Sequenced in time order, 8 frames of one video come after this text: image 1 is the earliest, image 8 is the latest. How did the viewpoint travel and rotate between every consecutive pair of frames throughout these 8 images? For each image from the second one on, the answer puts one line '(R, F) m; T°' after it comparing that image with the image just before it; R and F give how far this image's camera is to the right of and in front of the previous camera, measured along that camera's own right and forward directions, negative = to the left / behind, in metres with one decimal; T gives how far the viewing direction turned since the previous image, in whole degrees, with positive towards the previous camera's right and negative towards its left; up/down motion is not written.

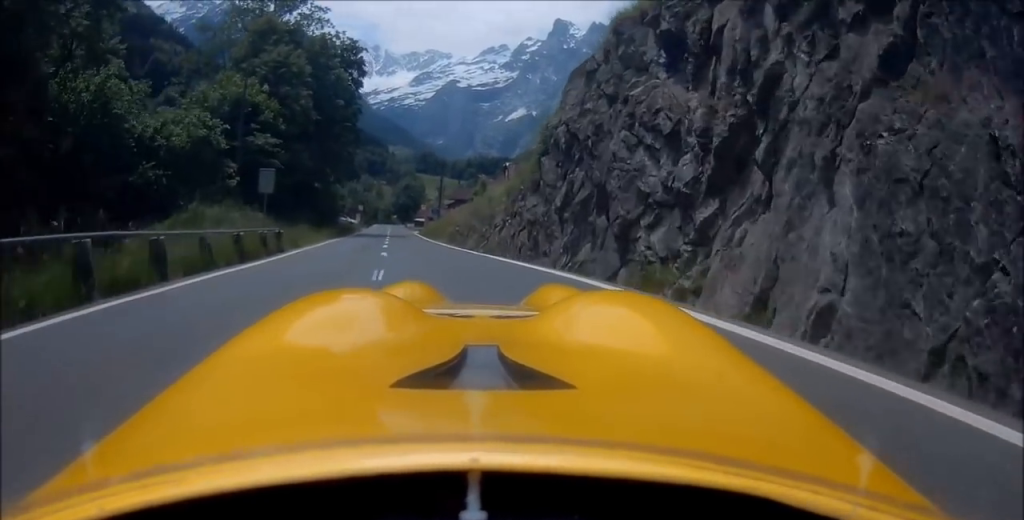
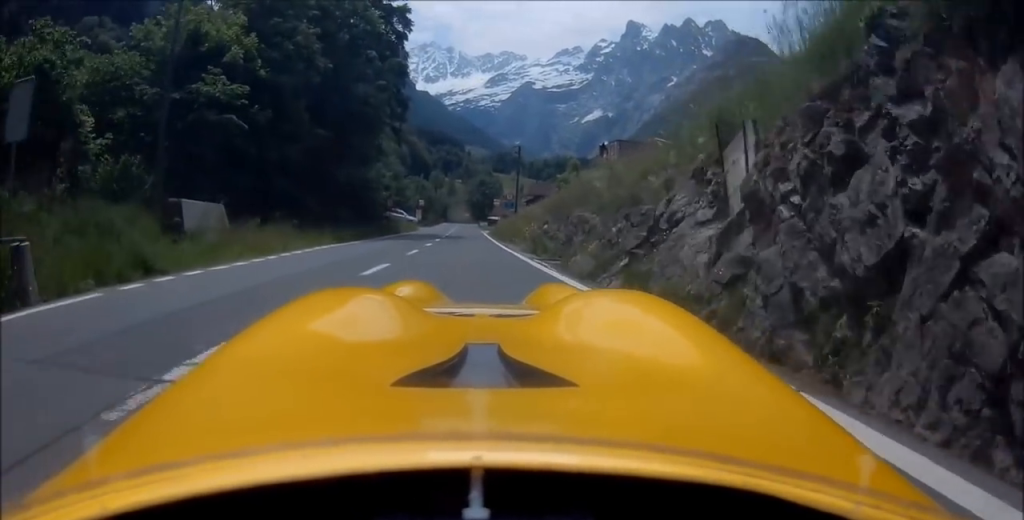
(-0.8, +13.2) m; -6°
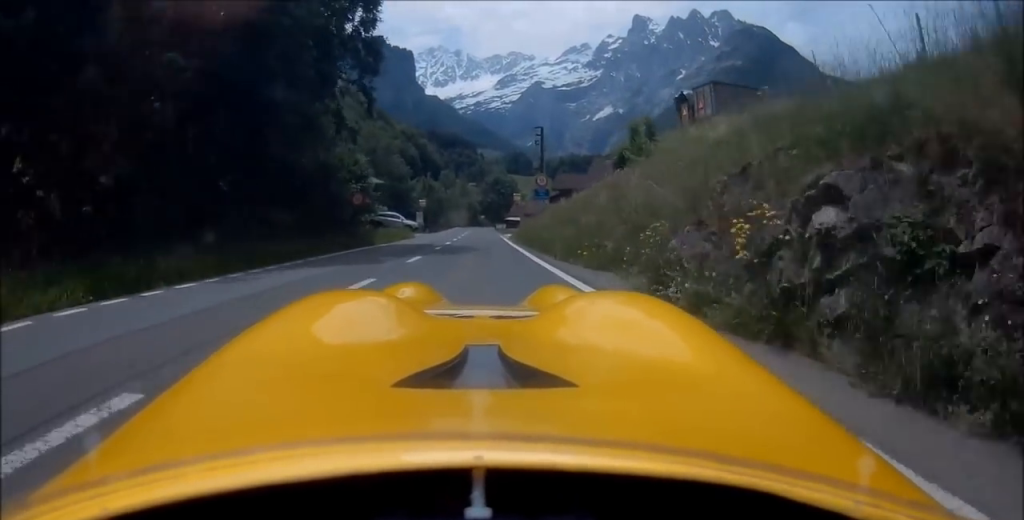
(-0.5, +14.0) m; -5°
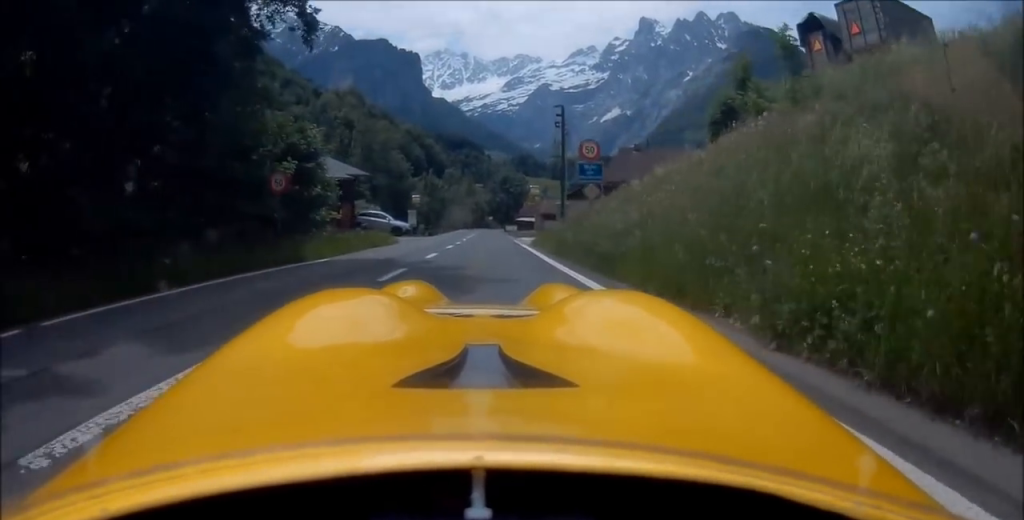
(-0.4, +11.0) m; -4°
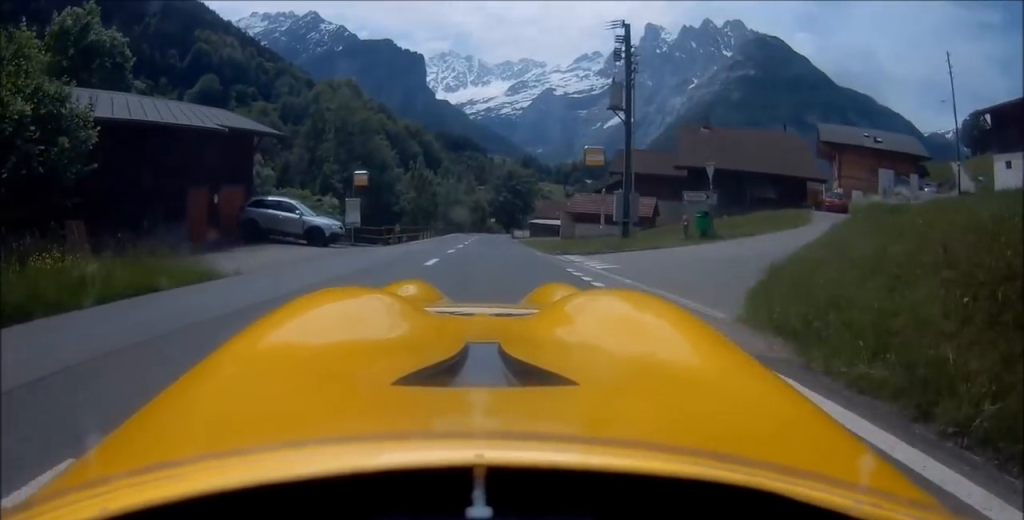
(-1.0, +21.2) m; -4°
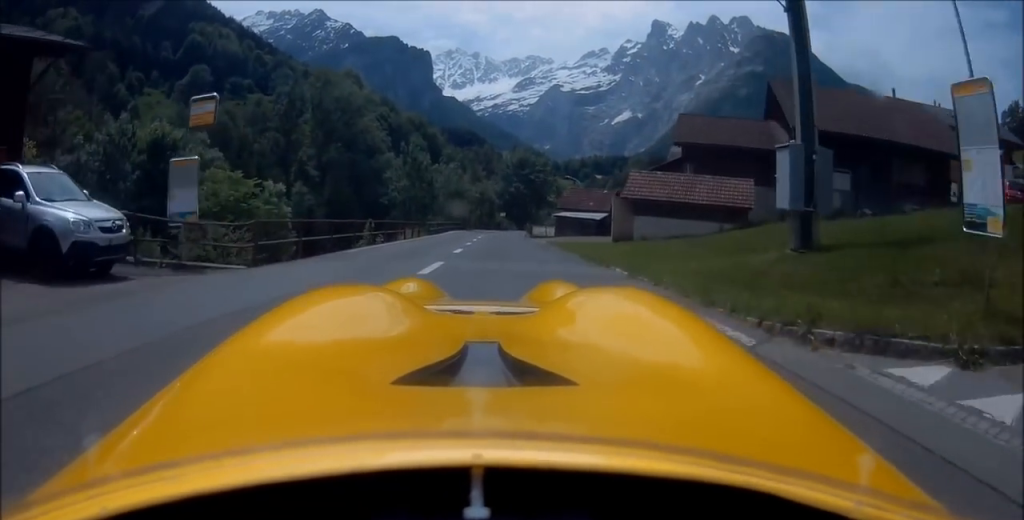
(-0.1, +15.4) m; 0°
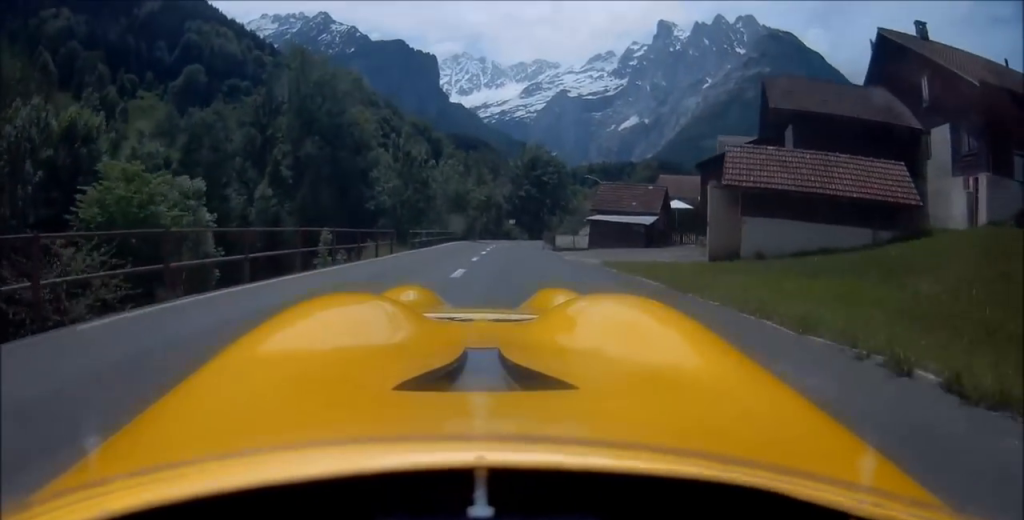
(0.0, +11.4) m; +1°
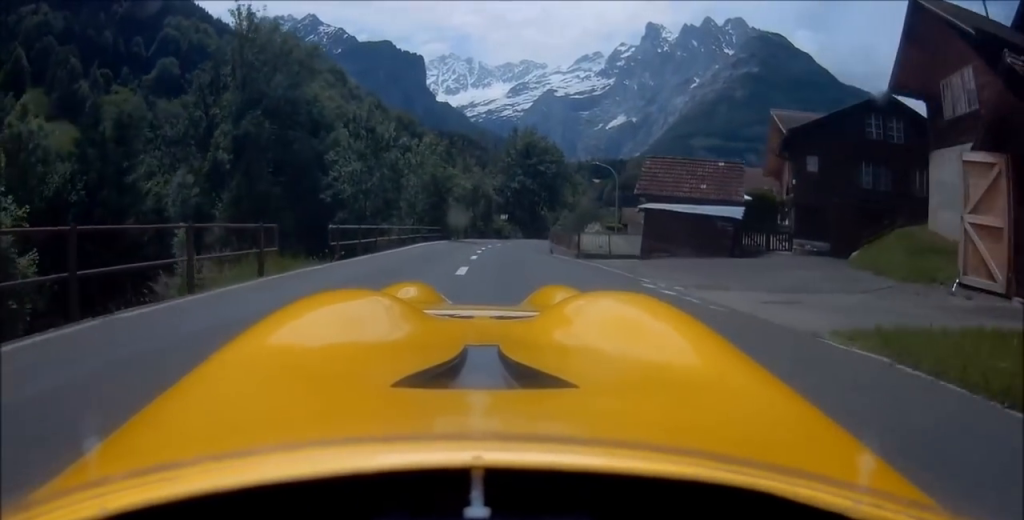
(+0.2, +11.9) m; +2°
